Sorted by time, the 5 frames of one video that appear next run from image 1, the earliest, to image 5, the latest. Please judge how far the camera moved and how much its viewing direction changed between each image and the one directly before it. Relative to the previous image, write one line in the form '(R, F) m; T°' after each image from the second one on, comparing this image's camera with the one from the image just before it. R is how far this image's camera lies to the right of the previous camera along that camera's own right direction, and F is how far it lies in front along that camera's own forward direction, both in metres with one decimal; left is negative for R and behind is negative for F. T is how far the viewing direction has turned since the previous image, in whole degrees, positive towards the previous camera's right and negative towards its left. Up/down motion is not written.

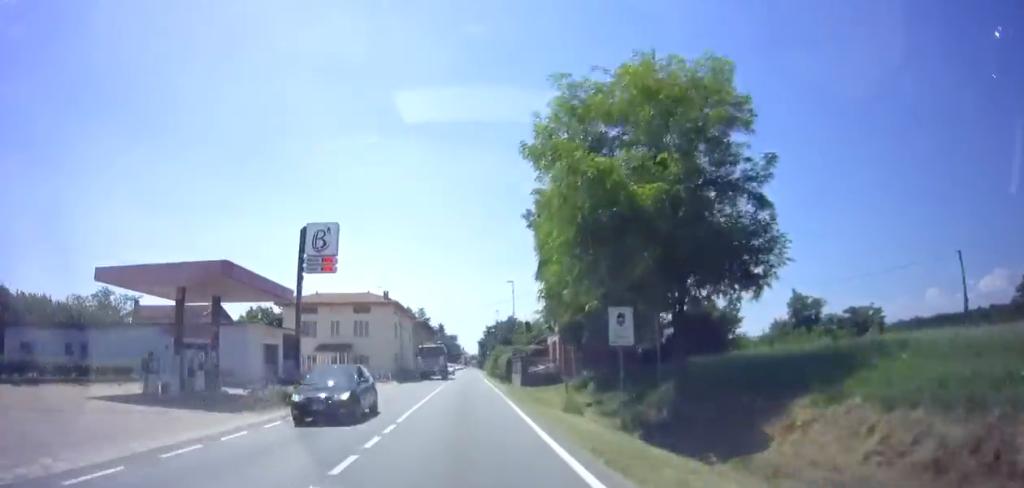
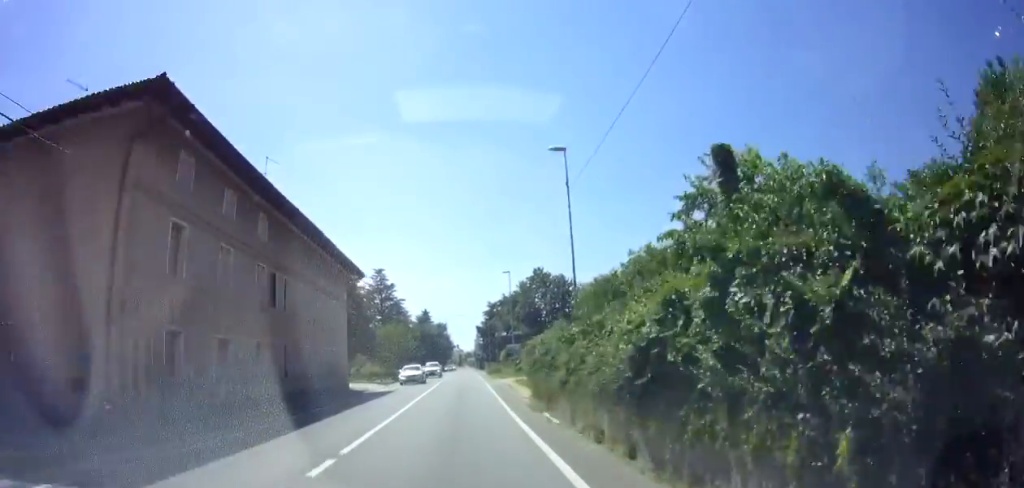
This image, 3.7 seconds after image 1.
(-0.8, +62.0) m; 0°
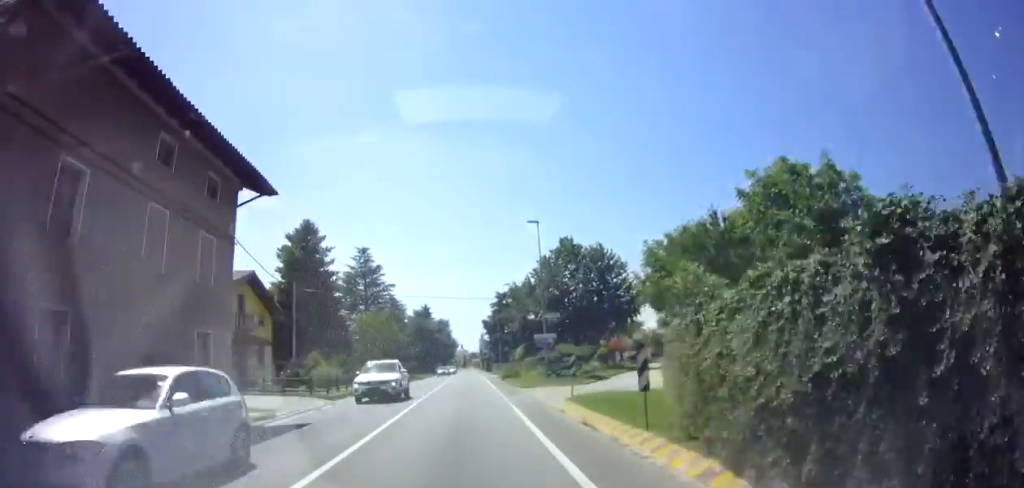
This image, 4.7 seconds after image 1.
(+0.4, +16.7) m; +1°
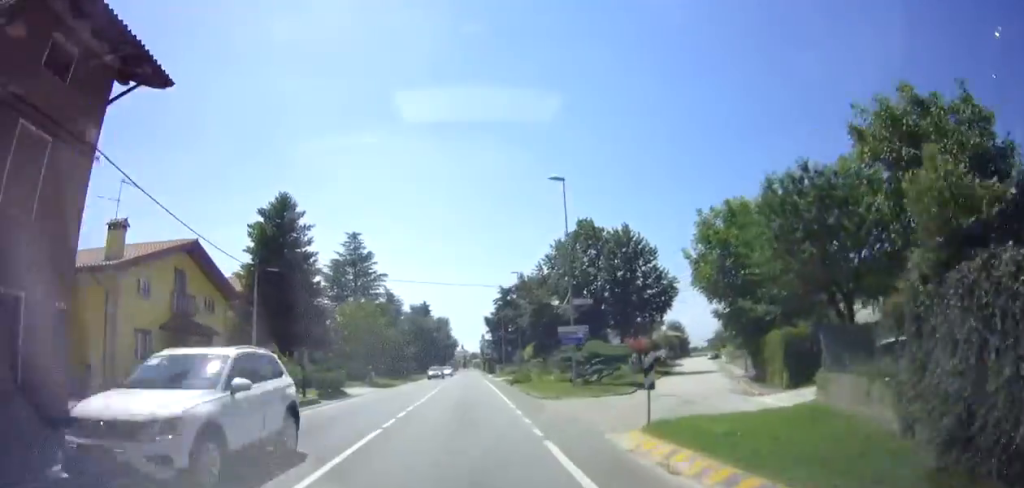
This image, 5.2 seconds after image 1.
(0.0, +7.9) m; 0°
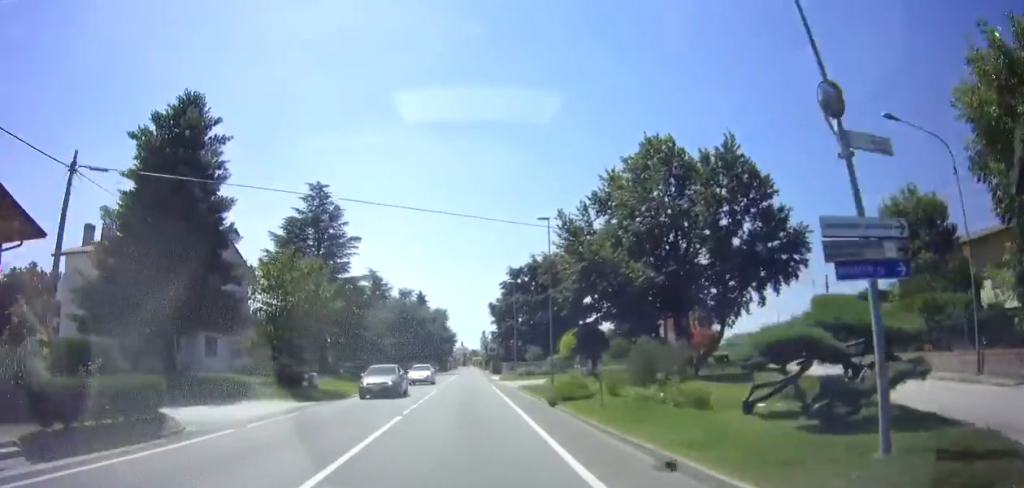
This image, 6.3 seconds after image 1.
(-0.1, +16.5) m; 0°
